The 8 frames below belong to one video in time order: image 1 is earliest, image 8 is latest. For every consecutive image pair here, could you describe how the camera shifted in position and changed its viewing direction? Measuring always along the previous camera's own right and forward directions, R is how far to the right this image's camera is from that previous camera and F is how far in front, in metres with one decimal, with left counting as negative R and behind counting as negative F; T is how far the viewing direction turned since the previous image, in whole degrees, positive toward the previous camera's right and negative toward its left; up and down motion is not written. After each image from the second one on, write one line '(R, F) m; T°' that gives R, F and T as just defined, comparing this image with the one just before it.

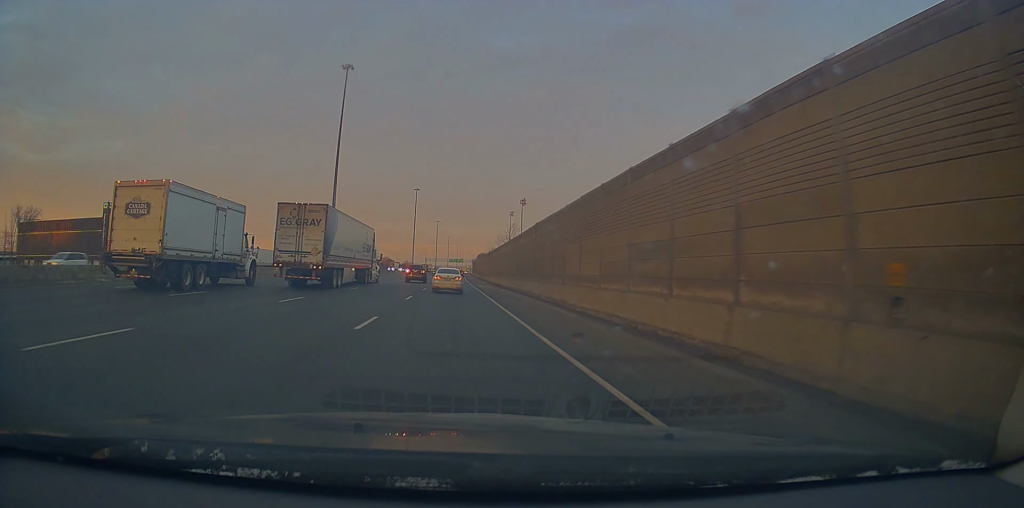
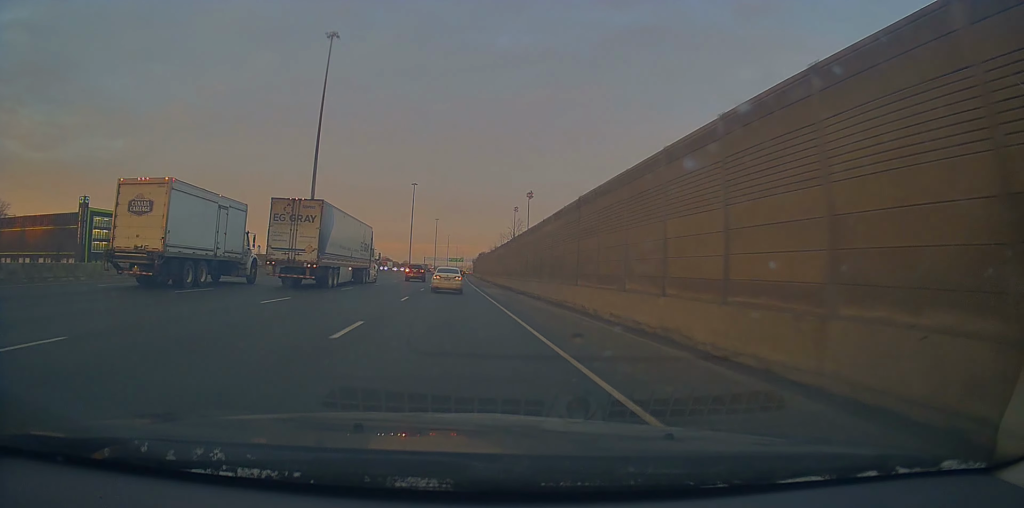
(+0.1, +14.2) m; 0°
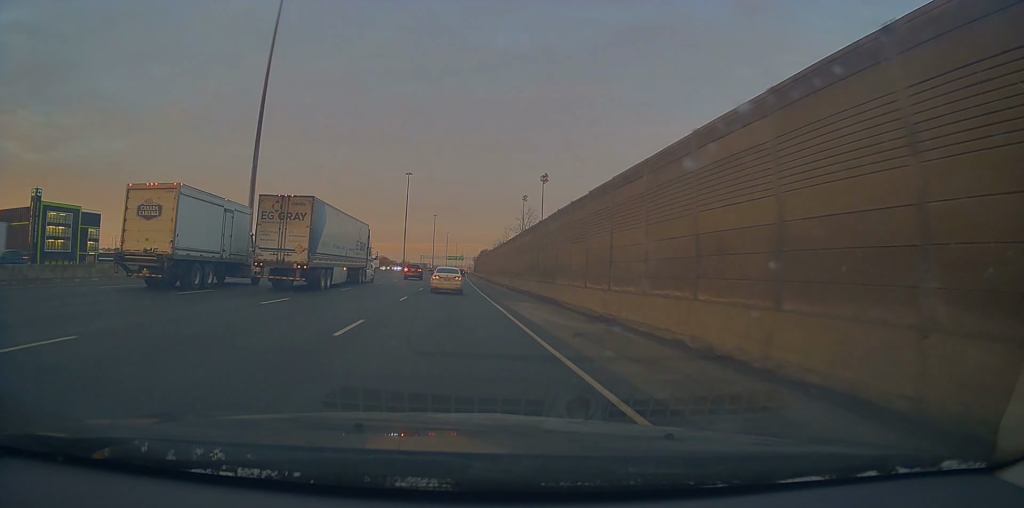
(-0.1, +24.5) m; +1°
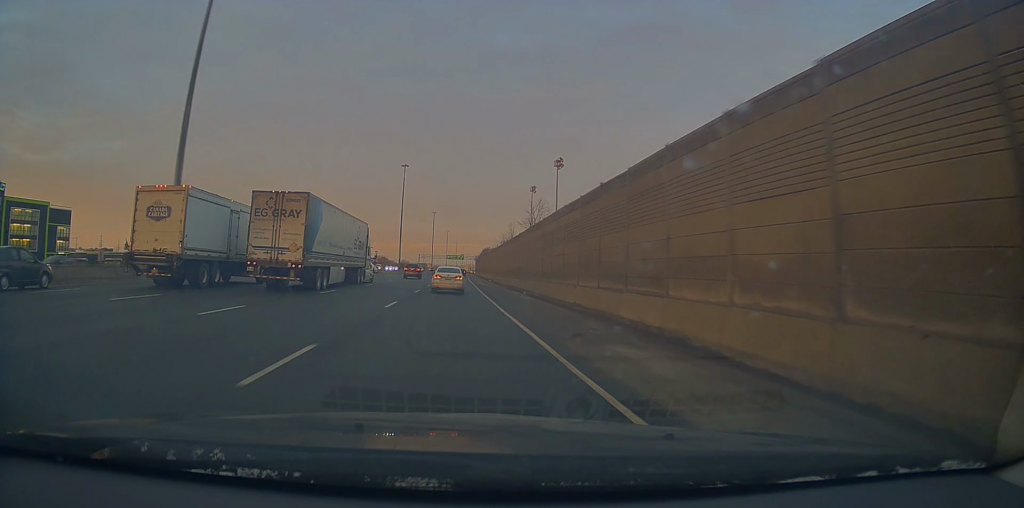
(-0.2, +16.8) m; +1°
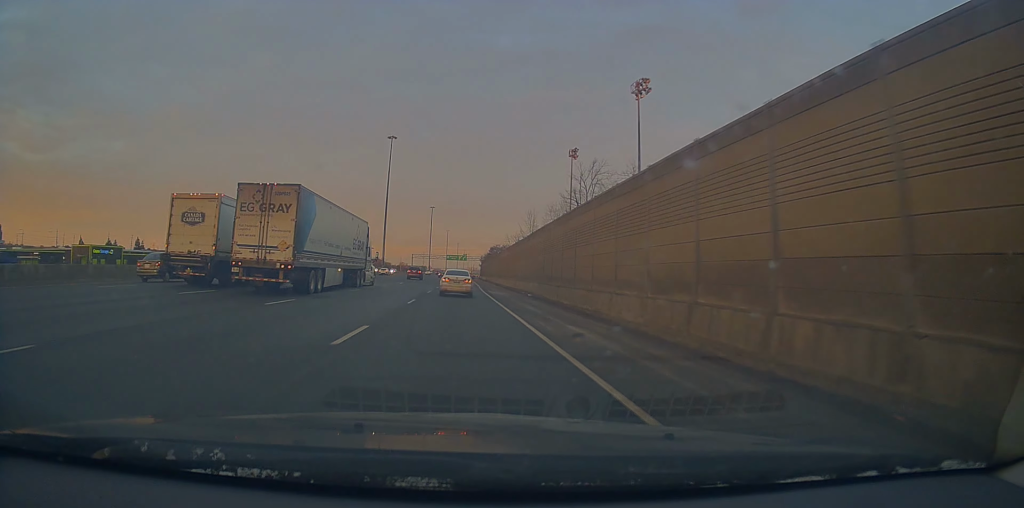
(+0.3, +45.5) m; -1°
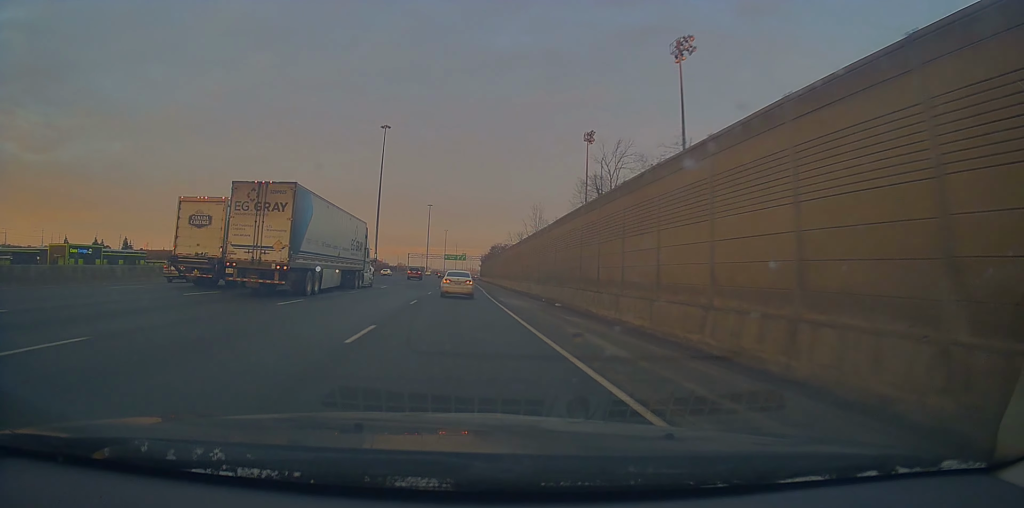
(-0.1, +11.8) m; 0°
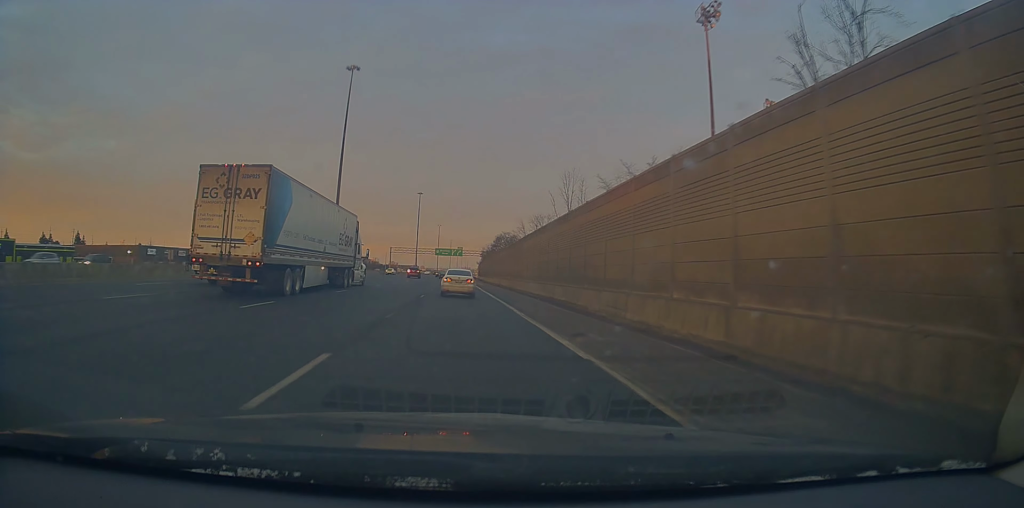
(+0.3, +40.7) m; 0°
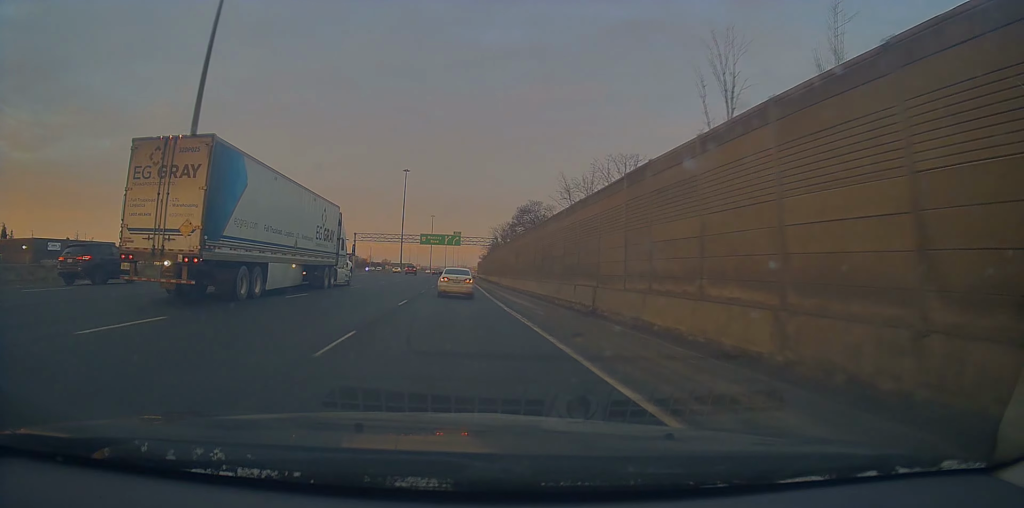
(+0.6, +53.0) m; +1°
